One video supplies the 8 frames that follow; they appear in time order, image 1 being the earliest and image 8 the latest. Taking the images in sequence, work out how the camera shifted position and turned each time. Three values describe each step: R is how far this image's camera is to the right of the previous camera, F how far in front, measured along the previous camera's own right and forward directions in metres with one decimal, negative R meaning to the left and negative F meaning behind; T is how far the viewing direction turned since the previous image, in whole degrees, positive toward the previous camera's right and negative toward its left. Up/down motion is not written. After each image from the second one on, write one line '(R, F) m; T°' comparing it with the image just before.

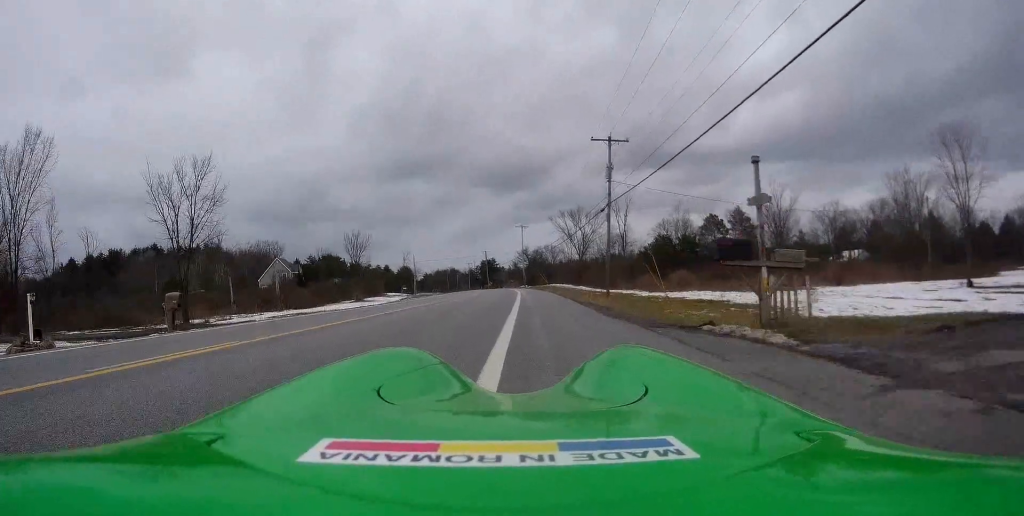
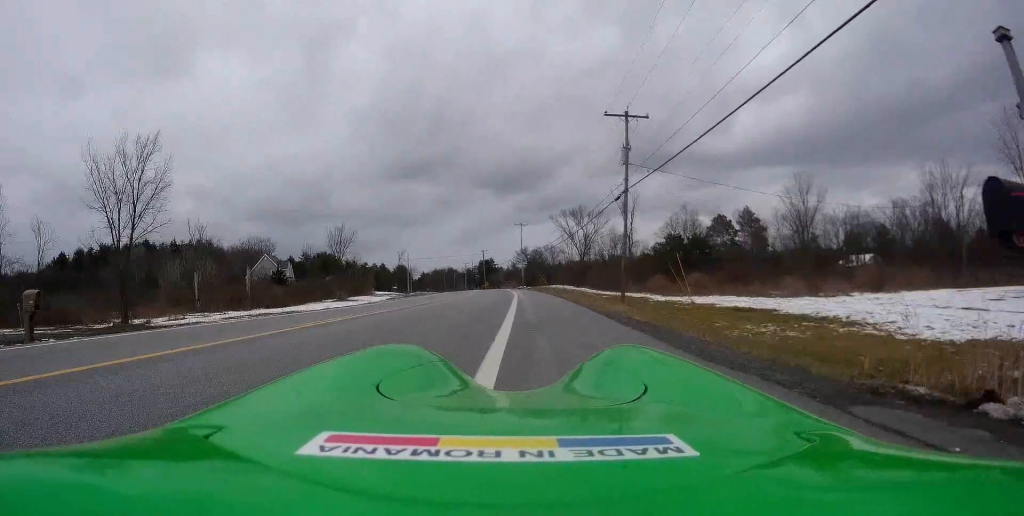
(+0.1, +6.8) m; -1°
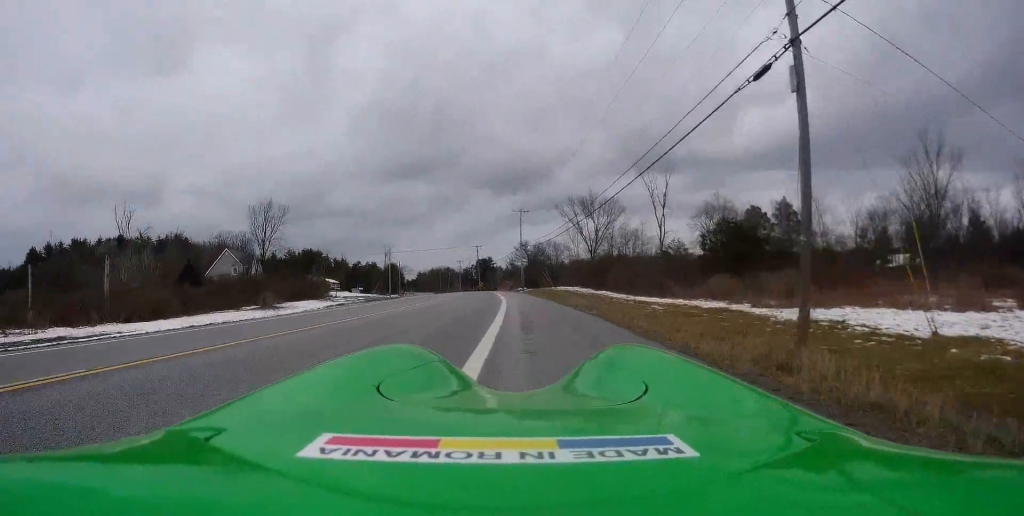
(-0.5, +20.1) m; -1°
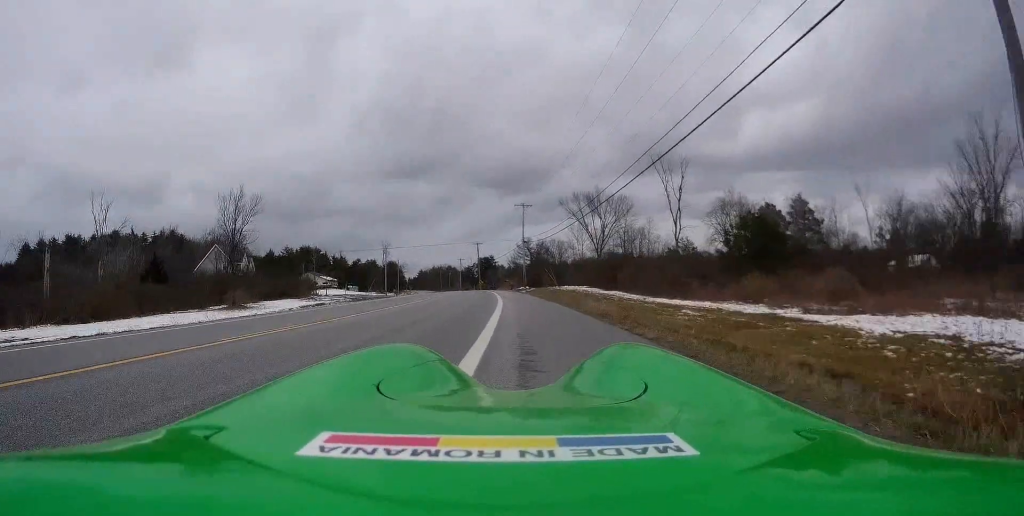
(-0.1, +6.1) m; 0°
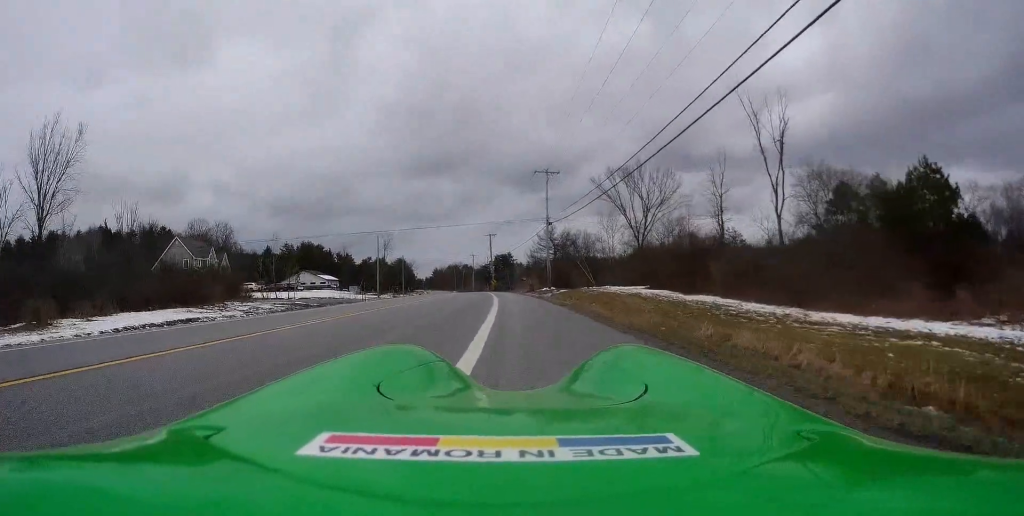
(+0.4, +21.9) m; -1°
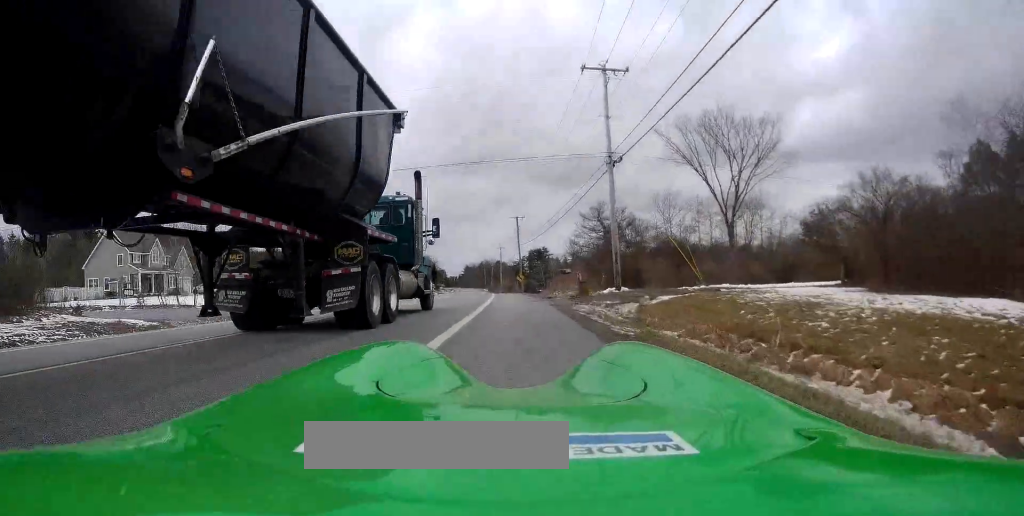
(-0.7, +27.3) m; -3°
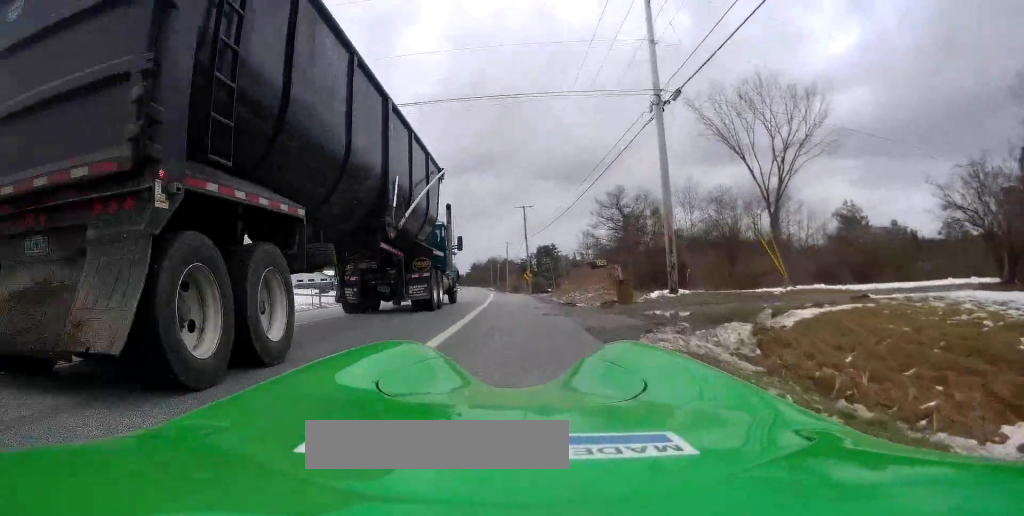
(0.0, +9.1) m; -1°
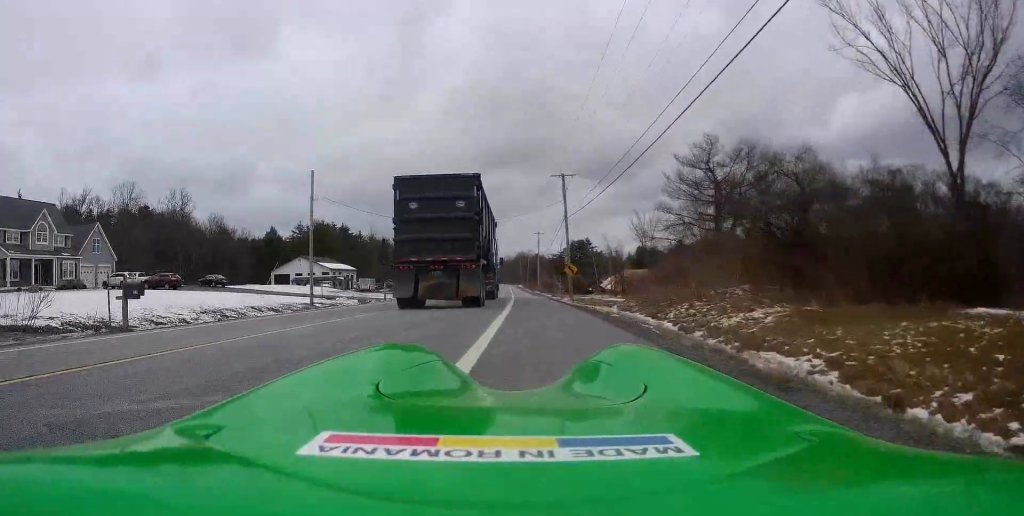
(-0.5, +21.2) m; -3°
